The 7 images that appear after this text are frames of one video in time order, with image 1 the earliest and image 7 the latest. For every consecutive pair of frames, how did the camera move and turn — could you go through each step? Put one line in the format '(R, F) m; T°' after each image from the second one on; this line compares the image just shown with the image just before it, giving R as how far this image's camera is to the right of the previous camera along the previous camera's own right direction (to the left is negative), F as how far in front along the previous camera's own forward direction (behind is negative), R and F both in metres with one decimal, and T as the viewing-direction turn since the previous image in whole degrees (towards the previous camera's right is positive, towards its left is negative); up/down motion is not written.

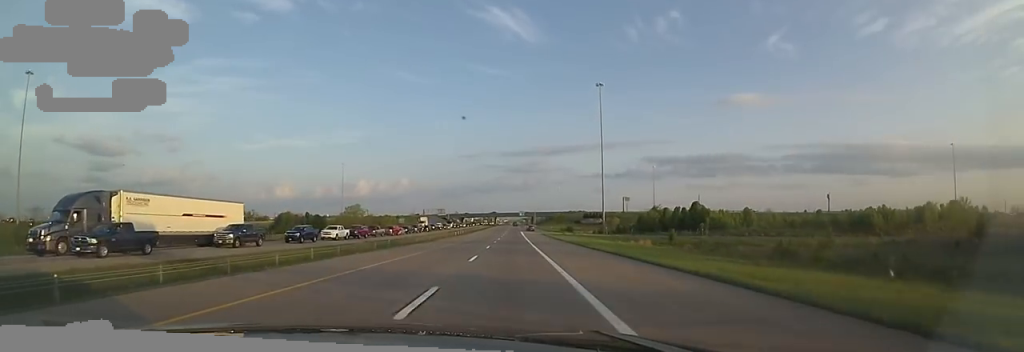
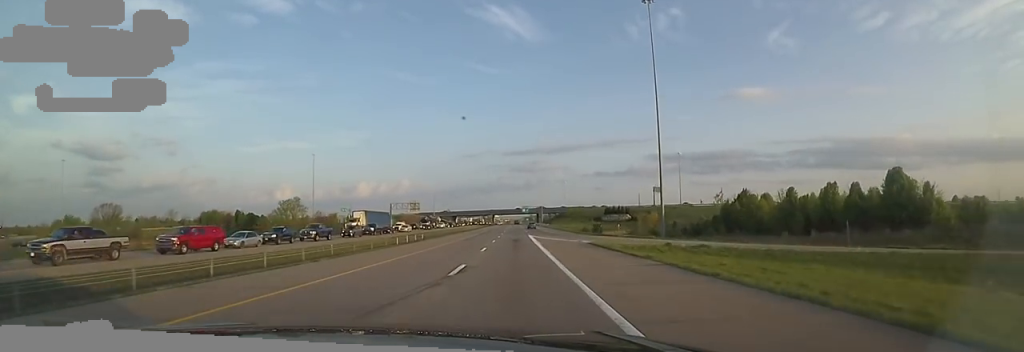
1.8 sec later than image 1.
(+0.1, +57.3) m; +2°
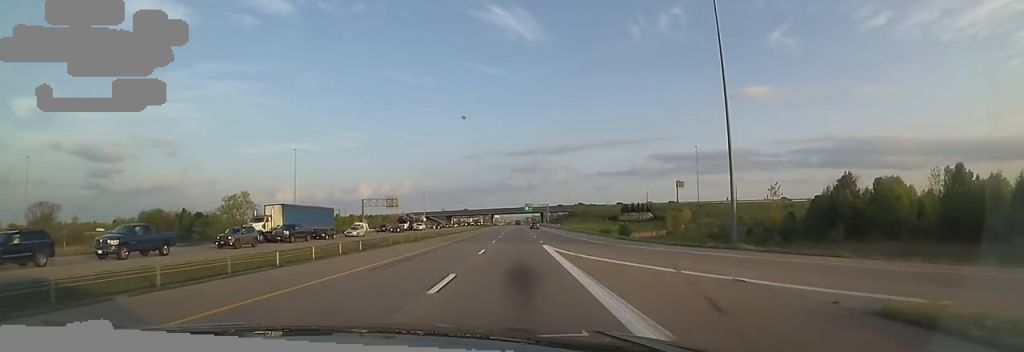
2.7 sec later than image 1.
(+1.0, +28.8) m; -1°
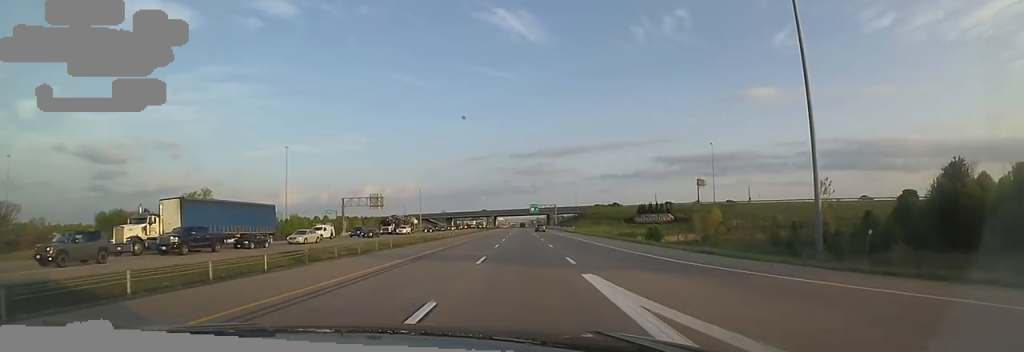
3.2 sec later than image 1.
(-0.5, +16.8) m; -1°
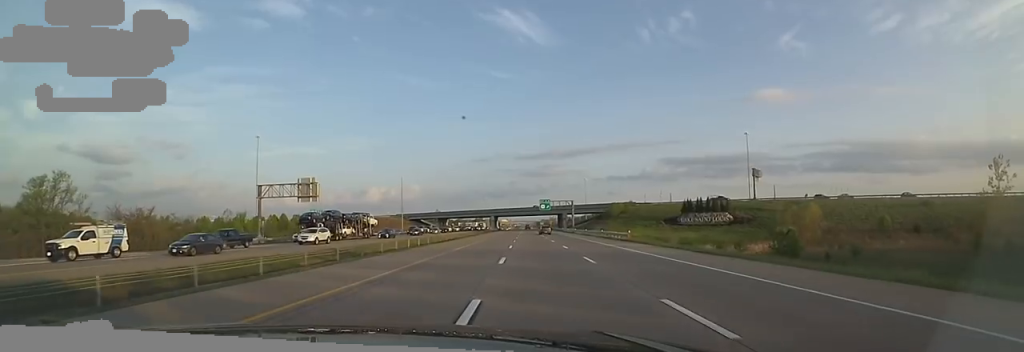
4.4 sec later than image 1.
(-1.0, +36.1) m; -1°
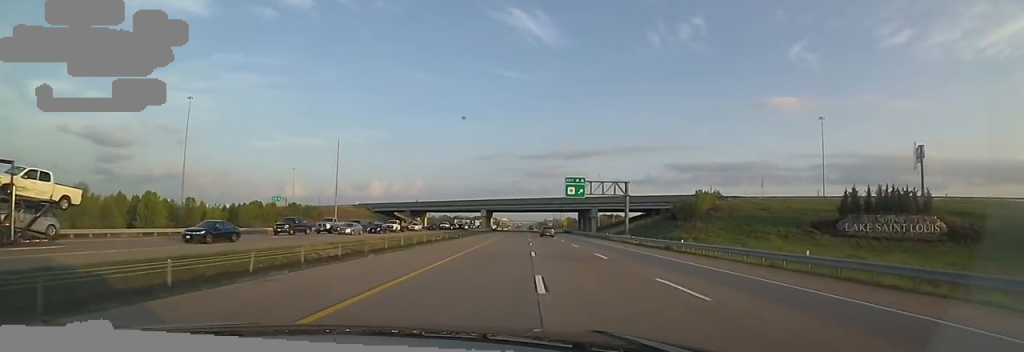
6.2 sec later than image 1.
(-0.5, +55.6) m; -1°
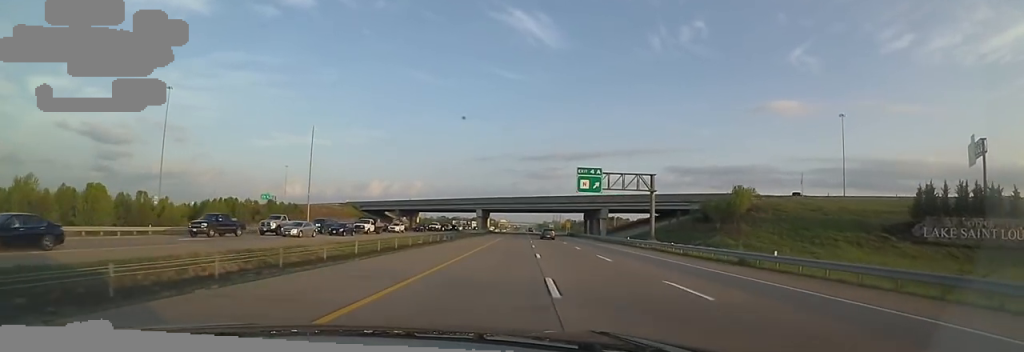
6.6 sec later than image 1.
(0.0, +12.3) m; 0°
